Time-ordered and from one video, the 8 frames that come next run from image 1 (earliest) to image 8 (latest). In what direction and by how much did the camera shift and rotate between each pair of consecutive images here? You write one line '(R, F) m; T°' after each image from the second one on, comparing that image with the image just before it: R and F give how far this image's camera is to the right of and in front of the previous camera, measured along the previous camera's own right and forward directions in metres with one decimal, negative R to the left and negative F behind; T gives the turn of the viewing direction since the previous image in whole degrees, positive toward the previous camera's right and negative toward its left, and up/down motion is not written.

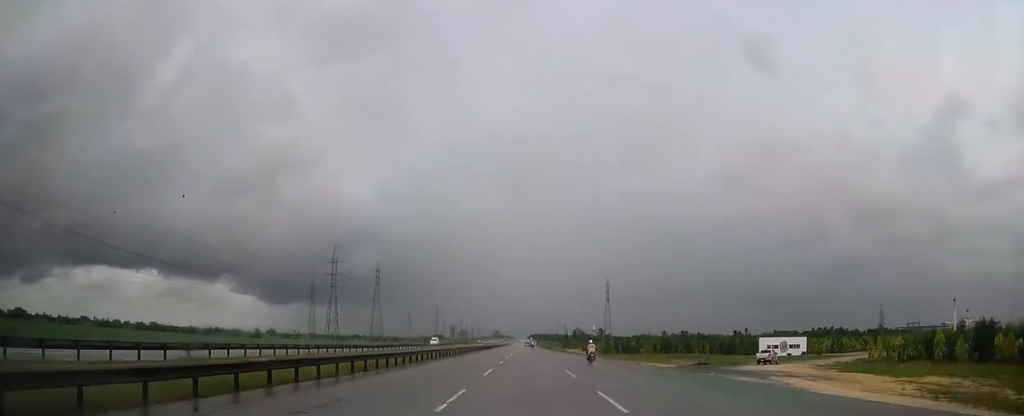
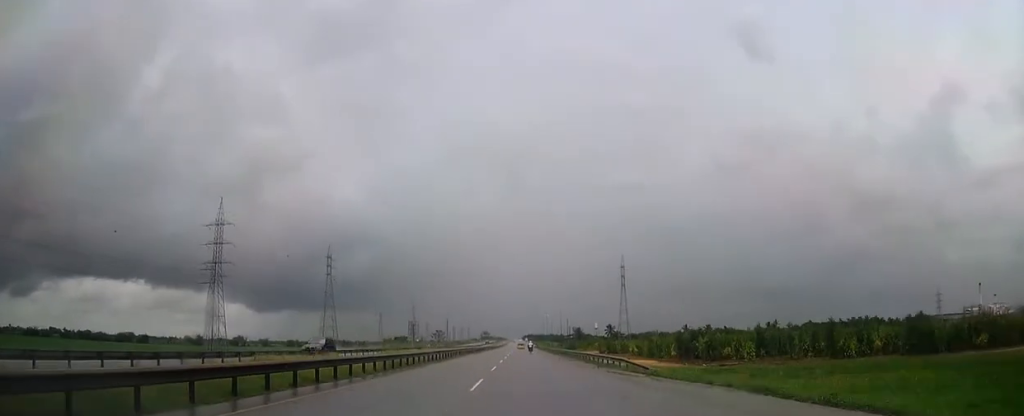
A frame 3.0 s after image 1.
(-1.0, +85.4) m; -1°
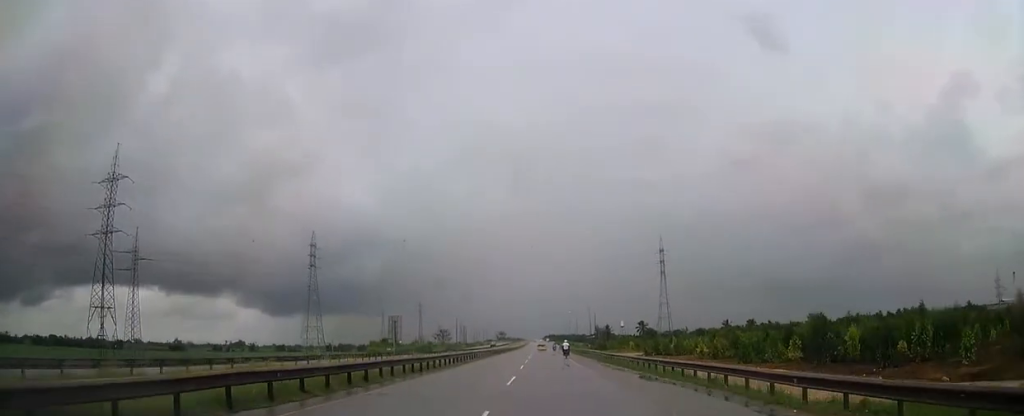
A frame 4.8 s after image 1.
(-0.3, +50.3) m; -1°
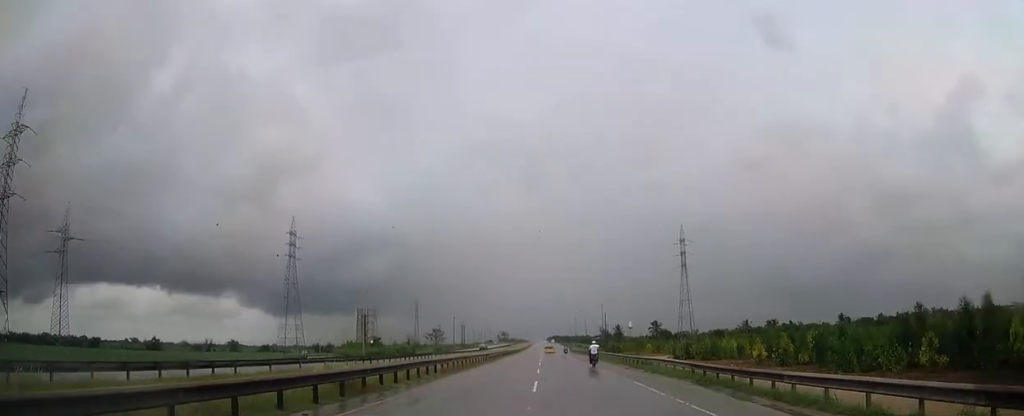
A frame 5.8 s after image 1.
(-0.1, +28.1) m; 0°
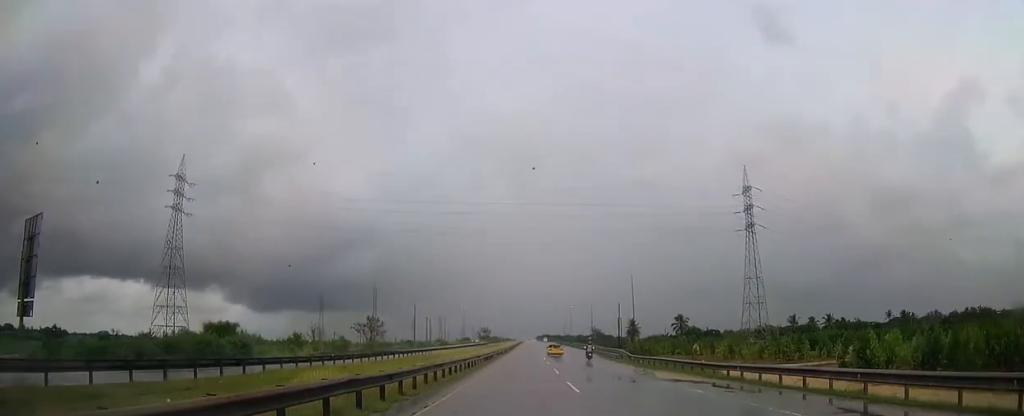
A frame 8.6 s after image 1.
(-0.3, +78.6) m; 0°
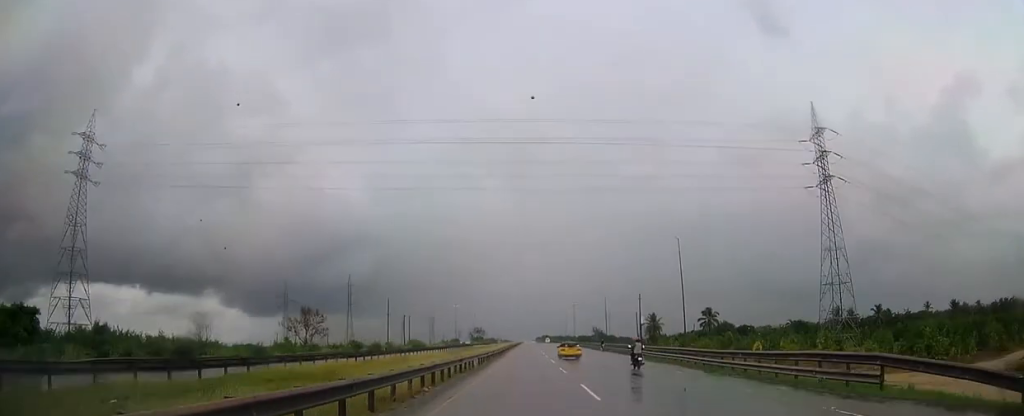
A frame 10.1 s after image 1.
(-0.1, +41.8) m; 0°
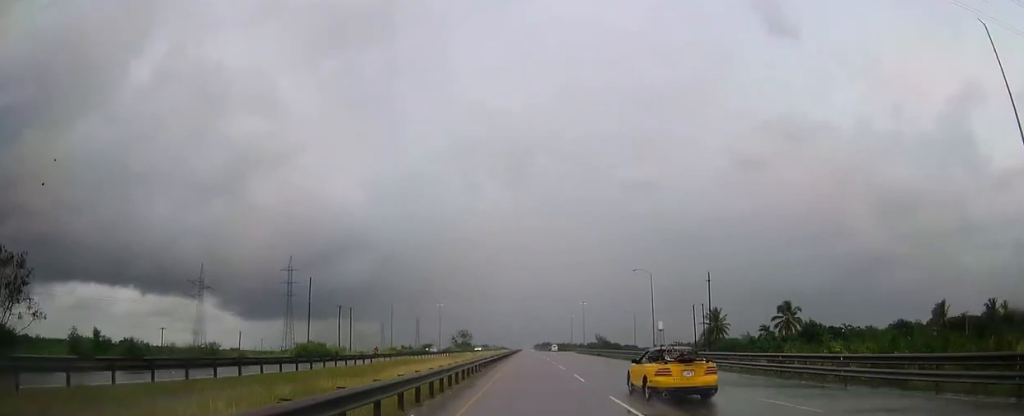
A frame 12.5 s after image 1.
(+0.5, +67.9) m; 0°
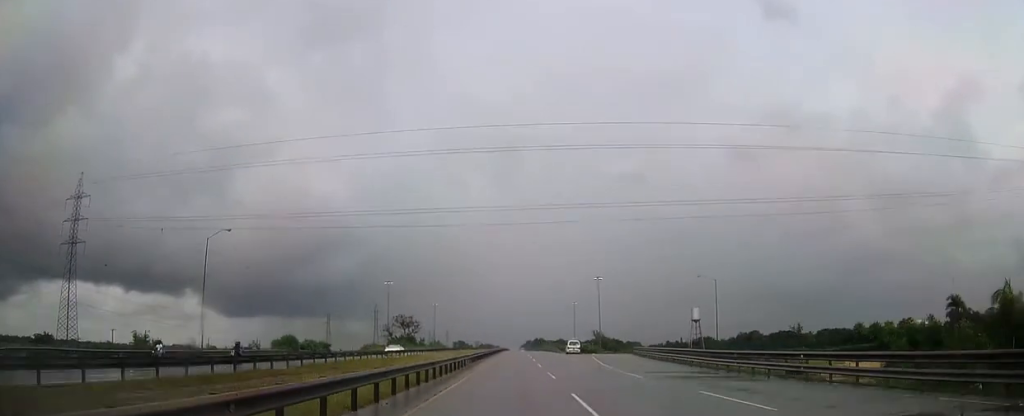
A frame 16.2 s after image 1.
(+0.7, +104.2) m; +1°
